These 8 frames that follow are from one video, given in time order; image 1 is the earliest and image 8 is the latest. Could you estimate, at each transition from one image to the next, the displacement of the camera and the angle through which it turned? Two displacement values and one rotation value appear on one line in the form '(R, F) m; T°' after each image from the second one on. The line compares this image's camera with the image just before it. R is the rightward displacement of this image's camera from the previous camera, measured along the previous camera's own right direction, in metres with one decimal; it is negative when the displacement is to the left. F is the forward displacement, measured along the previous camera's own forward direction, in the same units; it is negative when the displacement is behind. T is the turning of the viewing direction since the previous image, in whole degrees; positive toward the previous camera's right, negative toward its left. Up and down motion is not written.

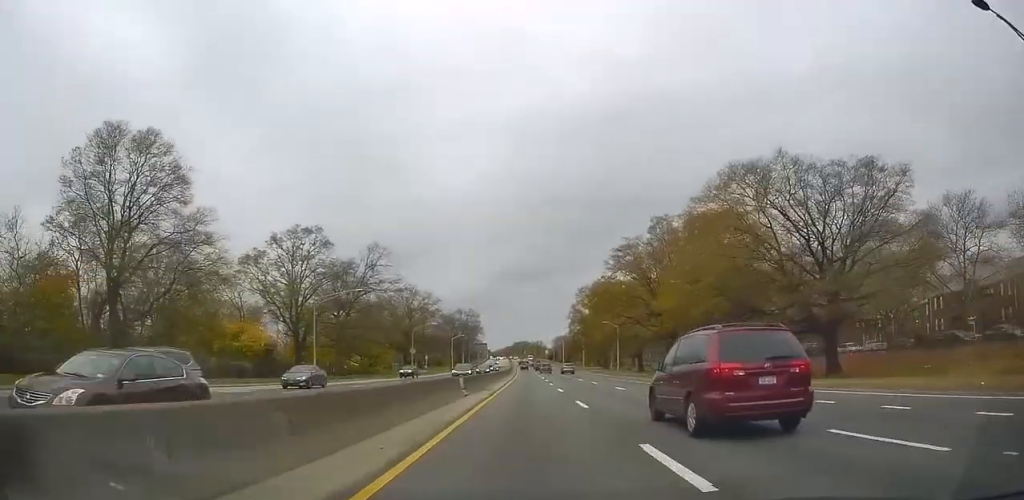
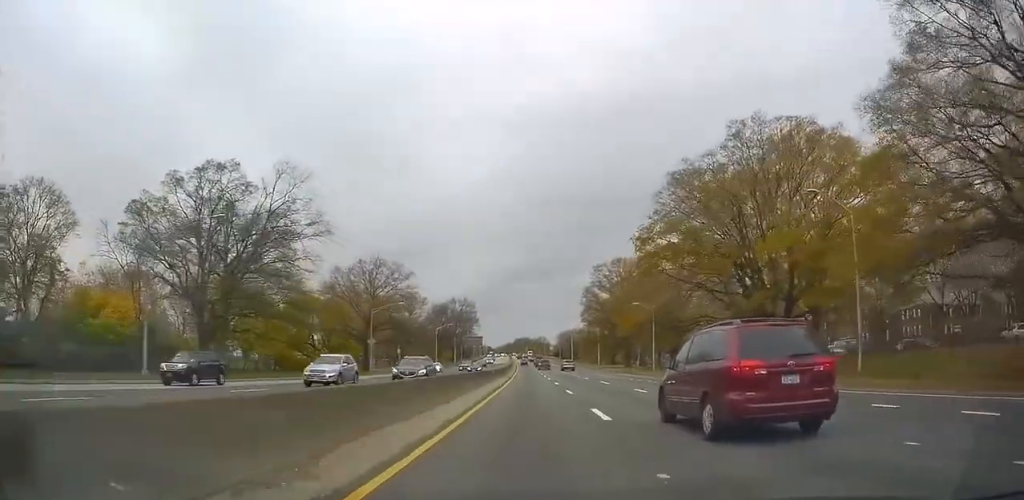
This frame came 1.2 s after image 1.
(-0.5, +29.3) m; -1°
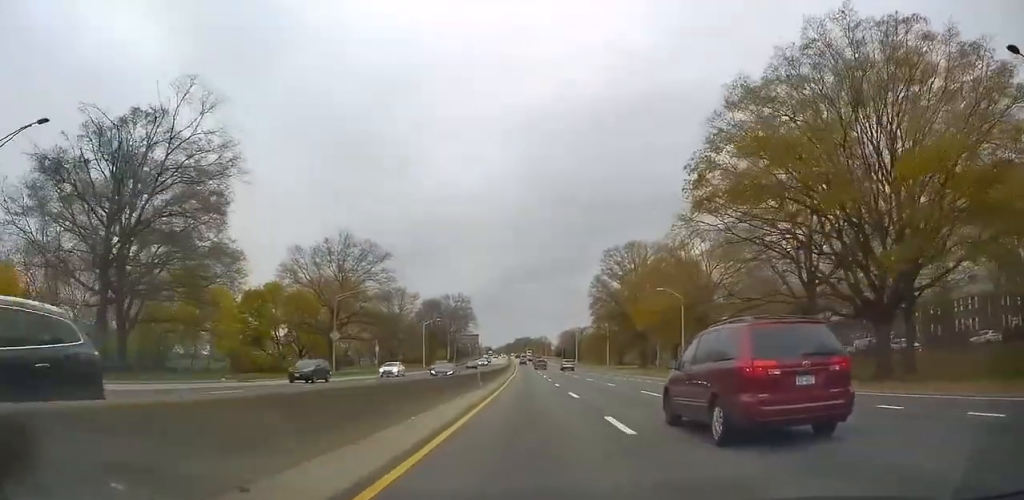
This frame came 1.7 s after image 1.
(0.0, +14.8) m; +1°
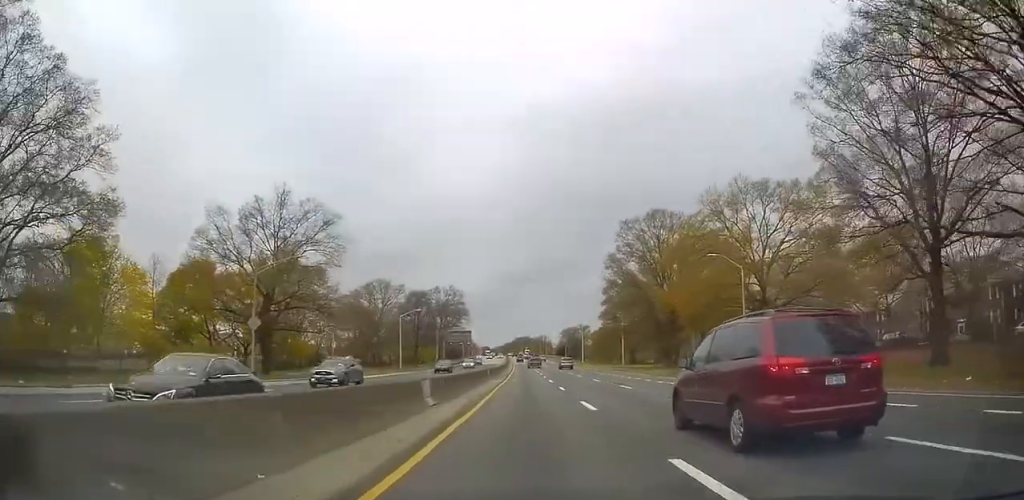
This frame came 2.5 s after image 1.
(+0.1, +18.6) m; +1°
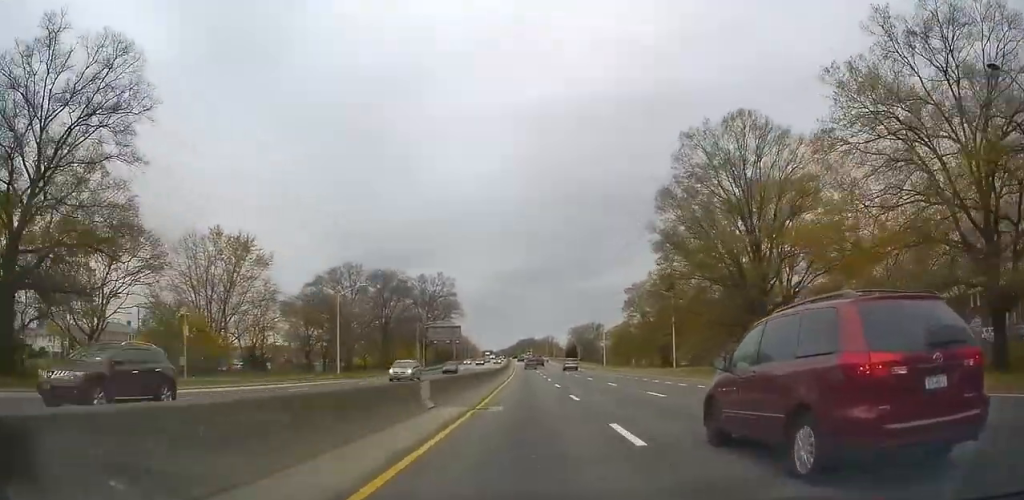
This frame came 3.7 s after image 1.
(+0.2, +29.8) m; -1°
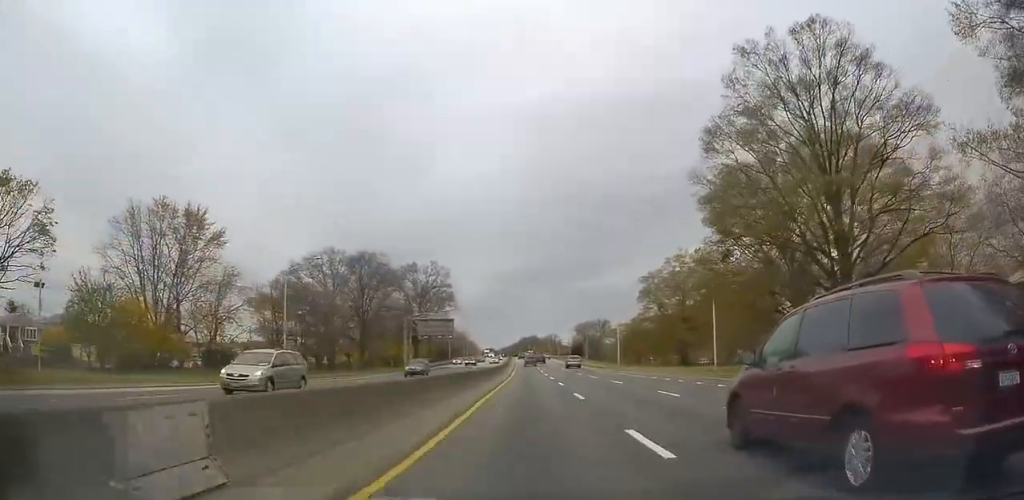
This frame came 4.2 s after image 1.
(0.0, +13.1) m; -1°
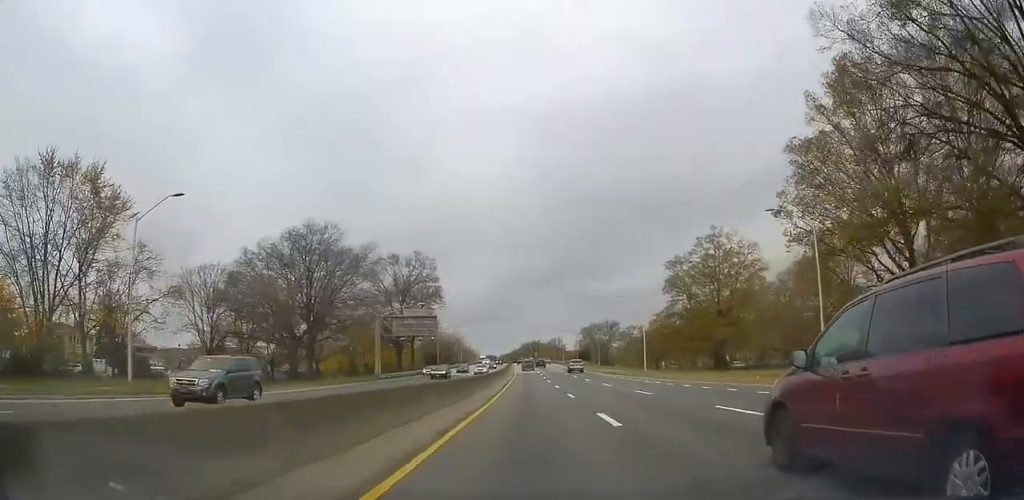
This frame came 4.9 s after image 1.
(-0.4, +18.8) m; 0°
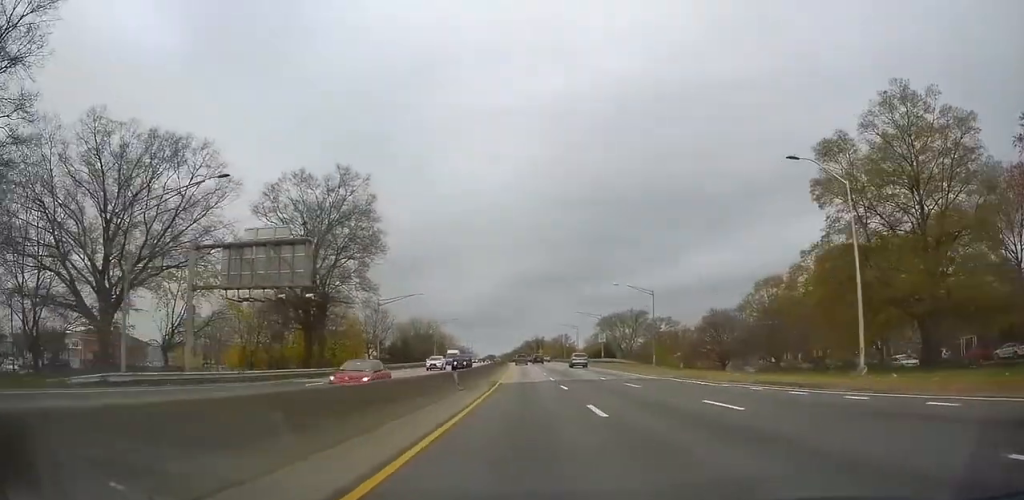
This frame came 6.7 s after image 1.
(+0.2, +45.7) m; -1°
